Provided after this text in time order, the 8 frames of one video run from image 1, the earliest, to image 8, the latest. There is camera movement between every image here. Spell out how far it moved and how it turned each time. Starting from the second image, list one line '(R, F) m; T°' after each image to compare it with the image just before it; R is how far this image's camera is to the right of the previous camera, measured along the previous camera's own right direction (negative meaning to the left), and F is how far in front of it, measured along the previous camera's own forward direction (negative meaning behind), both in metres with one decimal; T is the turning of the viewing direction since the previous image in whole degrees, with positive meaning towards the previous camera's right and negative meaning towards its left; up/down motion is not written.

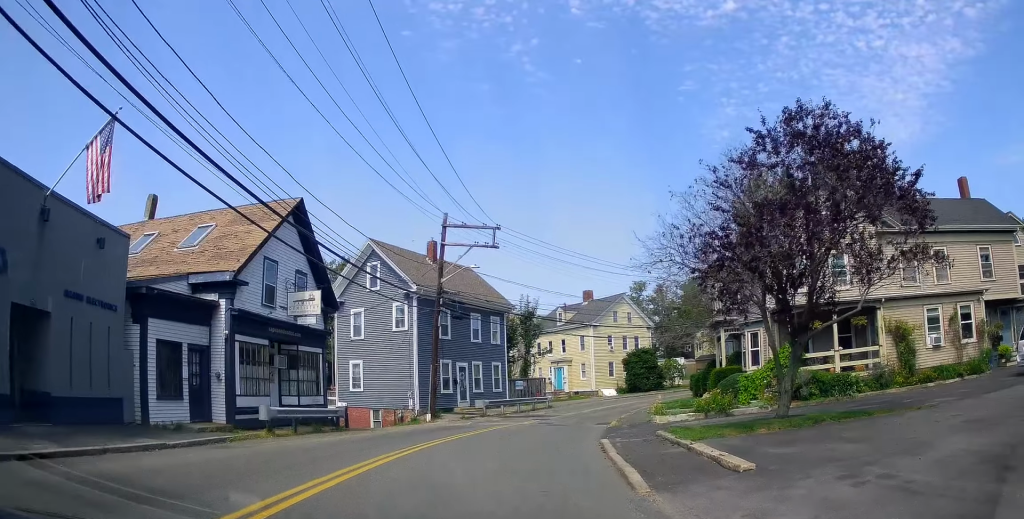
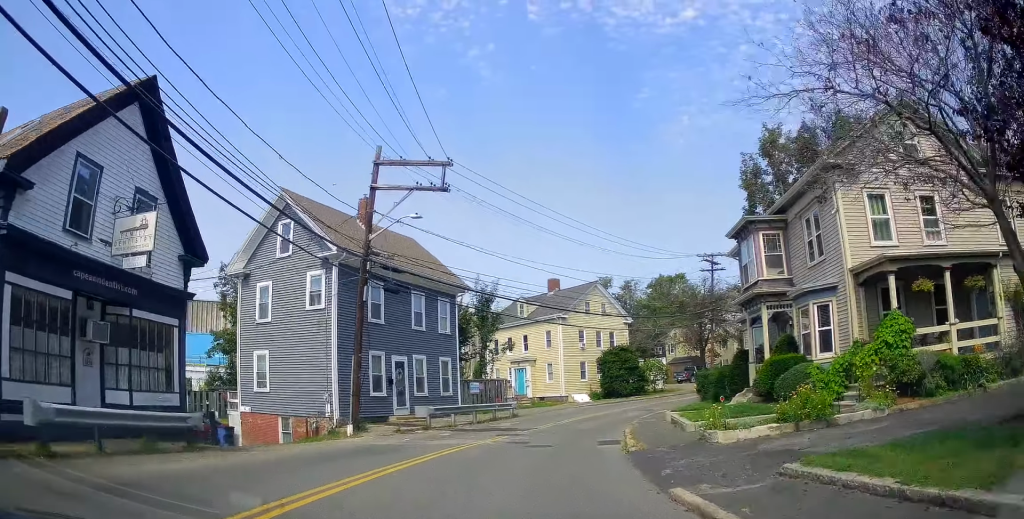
(0.0, +8.5) m; +3°
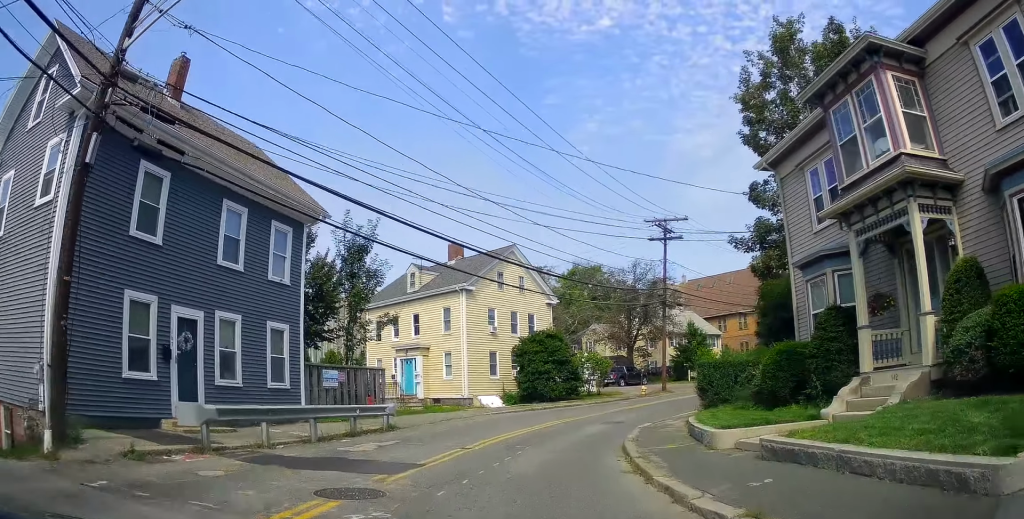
(+1.2, +11.7) m; +12°
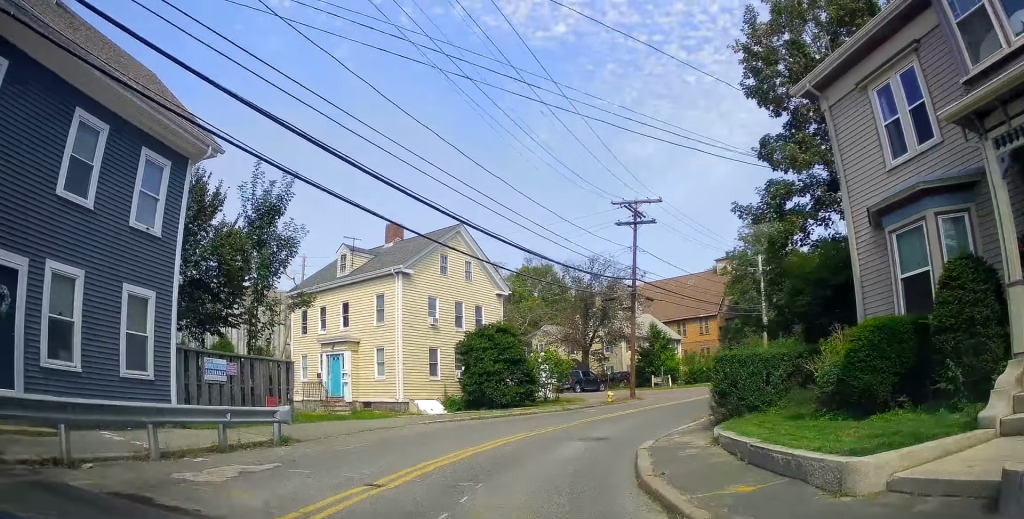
(+0.1, +5.0) m; +6°
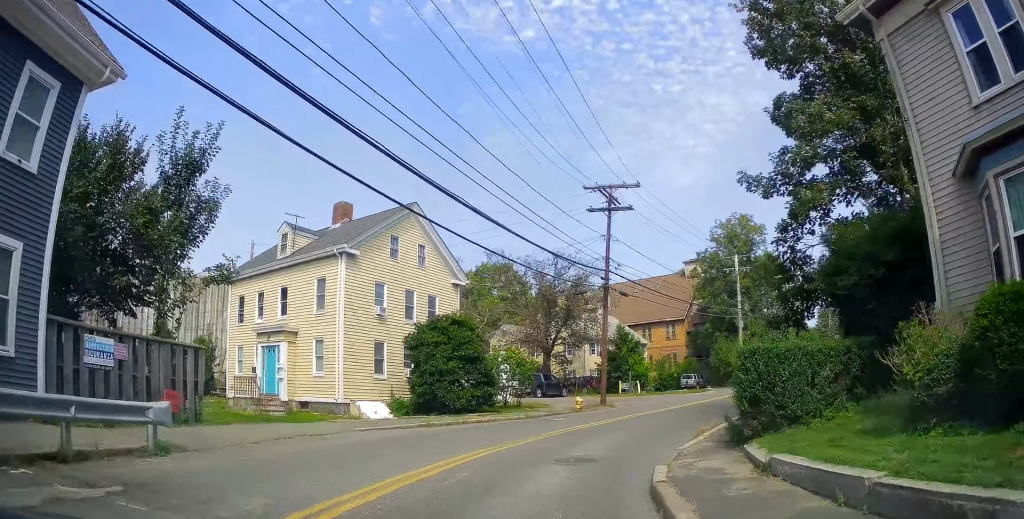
(+0.3, +3.2) m; +5°
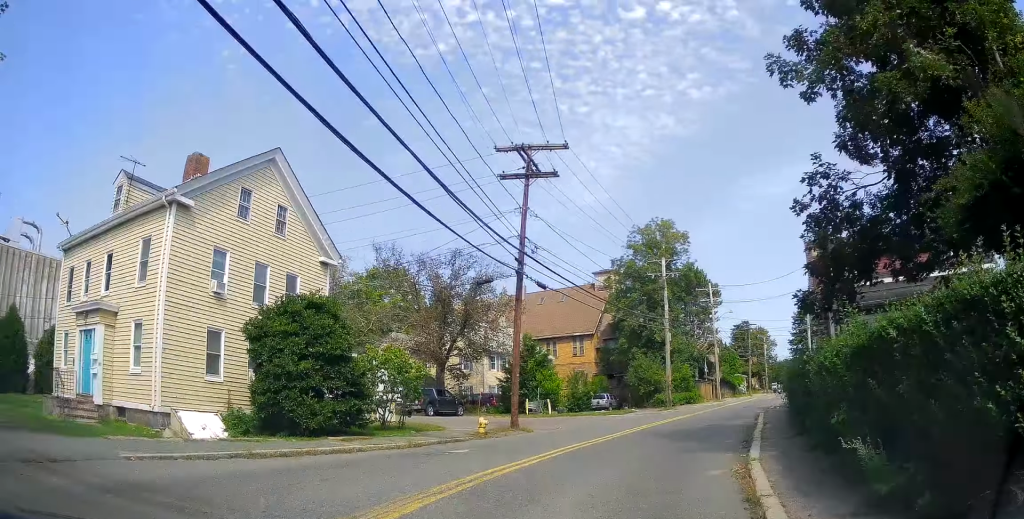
(+0.6, +6.5) m; +10°
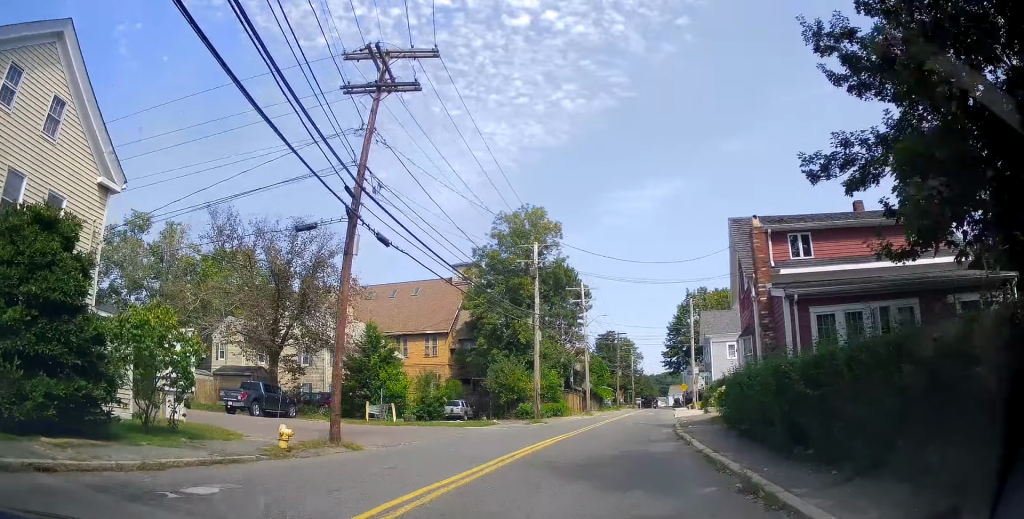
(+0.6, +6.5) m; +8°
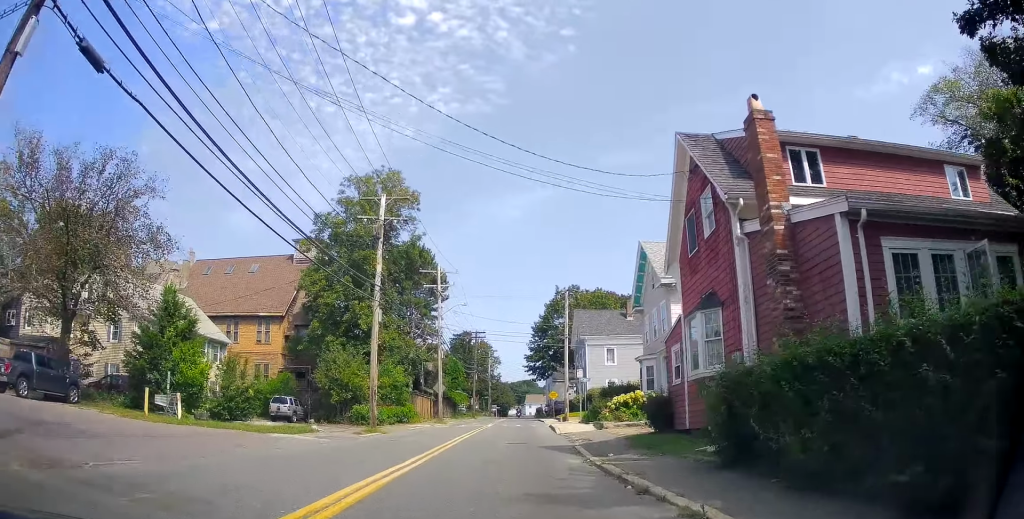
(+0.8, +9.3) m; +9°
